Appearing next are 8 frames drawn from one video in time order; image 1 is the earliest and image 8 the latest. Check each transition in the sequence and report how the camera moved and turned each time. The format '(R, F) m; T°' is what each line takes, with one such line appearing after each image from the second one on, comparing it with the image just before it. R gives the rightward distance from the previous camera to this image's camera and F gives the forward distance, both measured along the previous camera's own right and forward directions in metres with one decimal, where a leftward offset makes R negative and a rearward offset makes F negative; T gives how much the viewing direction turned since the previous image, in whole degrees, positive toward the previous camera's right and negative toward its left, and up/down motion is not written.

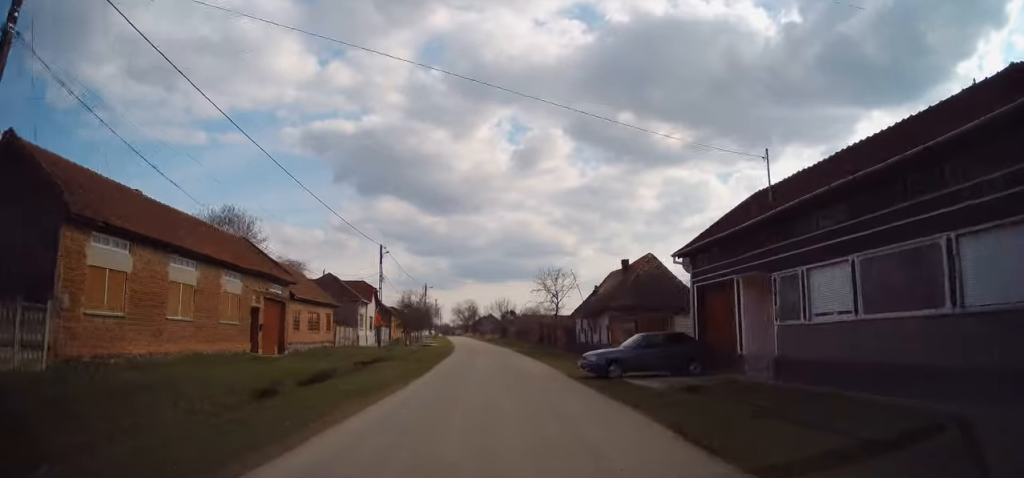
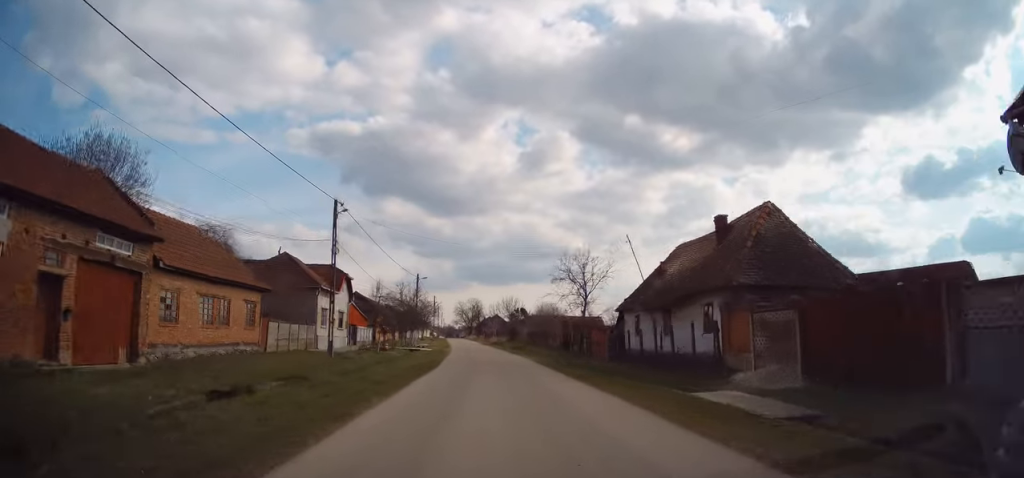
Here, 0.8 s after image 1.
(-0.1, +14.7) m; -1°
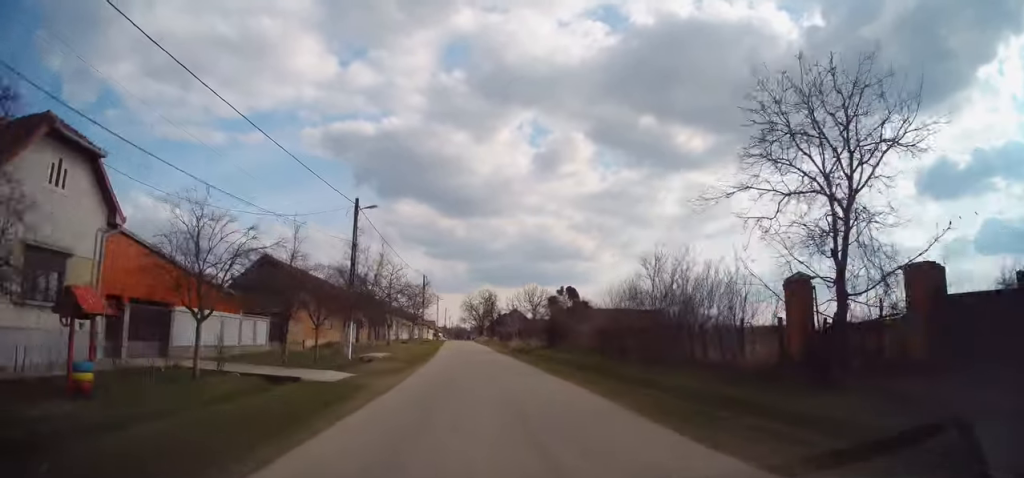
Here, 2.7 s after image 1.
(-0.6, +33.9) m; -1°
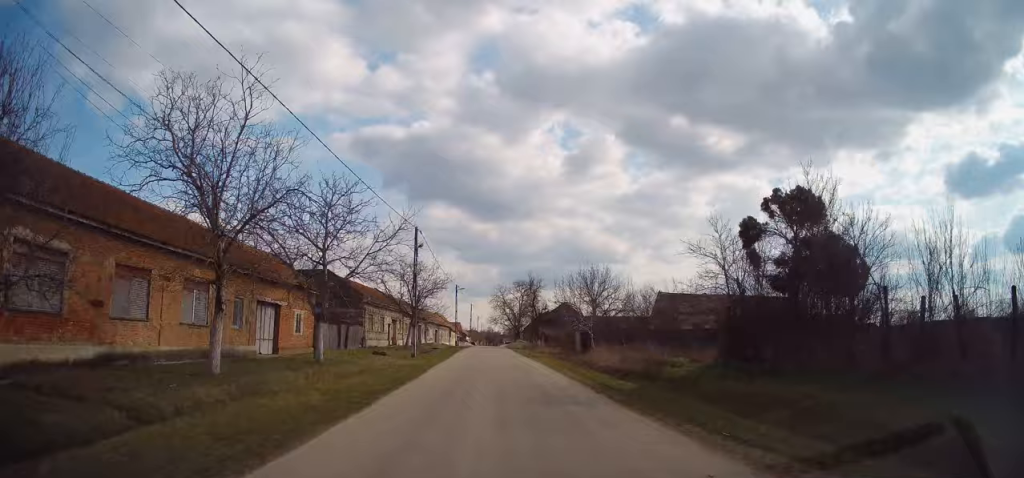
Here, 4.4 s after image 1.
(-0.8, +29.9) m; -3°
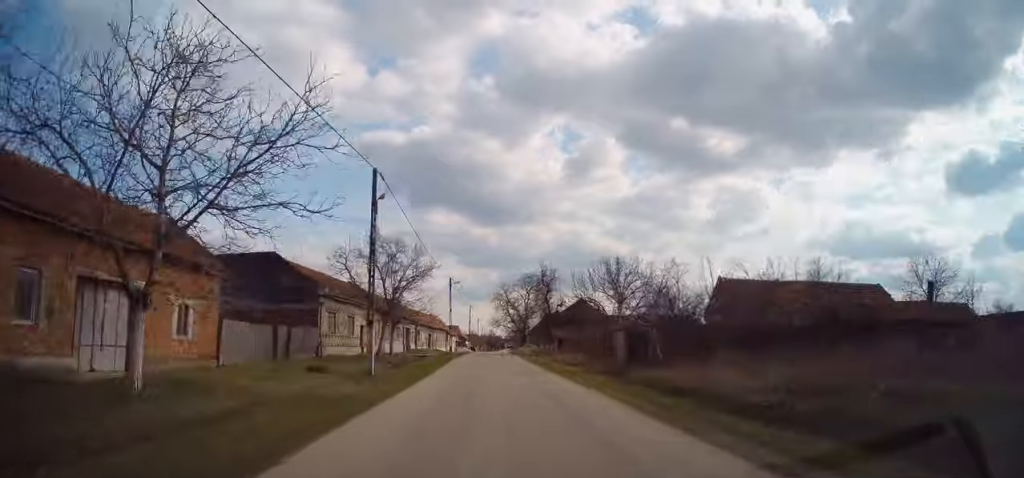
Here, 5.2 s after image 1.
(0.0, +13.5) m; 0°
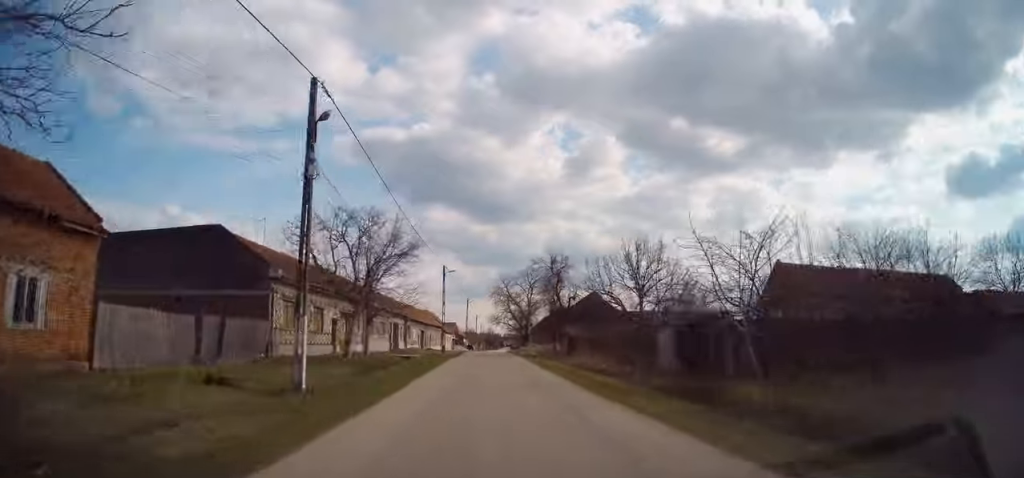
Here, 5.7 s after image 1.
(0.0, +8.3) m; 0°
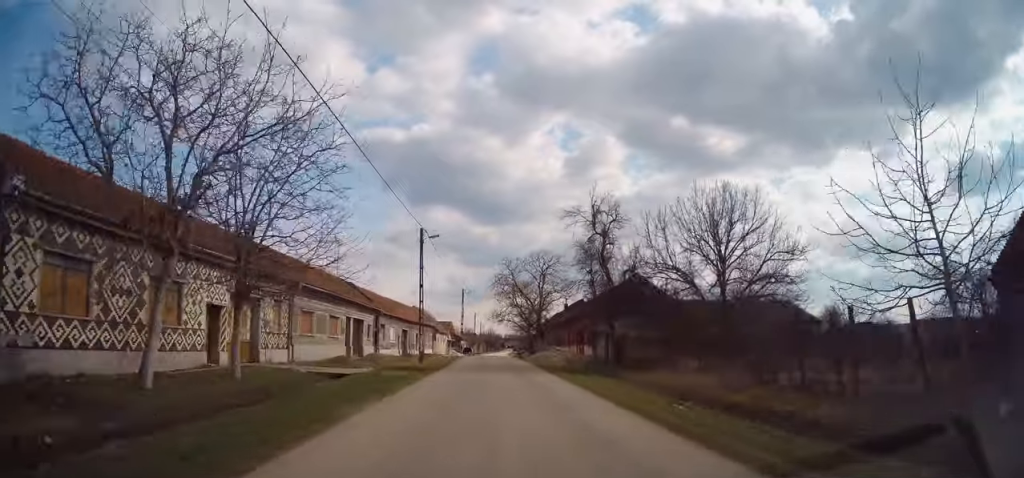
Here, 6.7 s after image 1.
(+0.1, +18.0) m; +1°
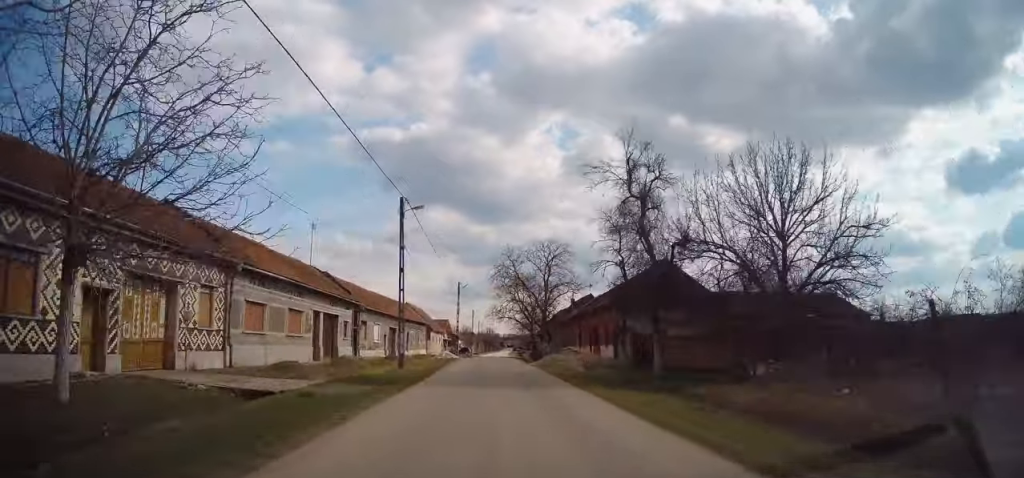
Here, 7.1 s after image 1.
(+0.1, +7.3) m; 0°
